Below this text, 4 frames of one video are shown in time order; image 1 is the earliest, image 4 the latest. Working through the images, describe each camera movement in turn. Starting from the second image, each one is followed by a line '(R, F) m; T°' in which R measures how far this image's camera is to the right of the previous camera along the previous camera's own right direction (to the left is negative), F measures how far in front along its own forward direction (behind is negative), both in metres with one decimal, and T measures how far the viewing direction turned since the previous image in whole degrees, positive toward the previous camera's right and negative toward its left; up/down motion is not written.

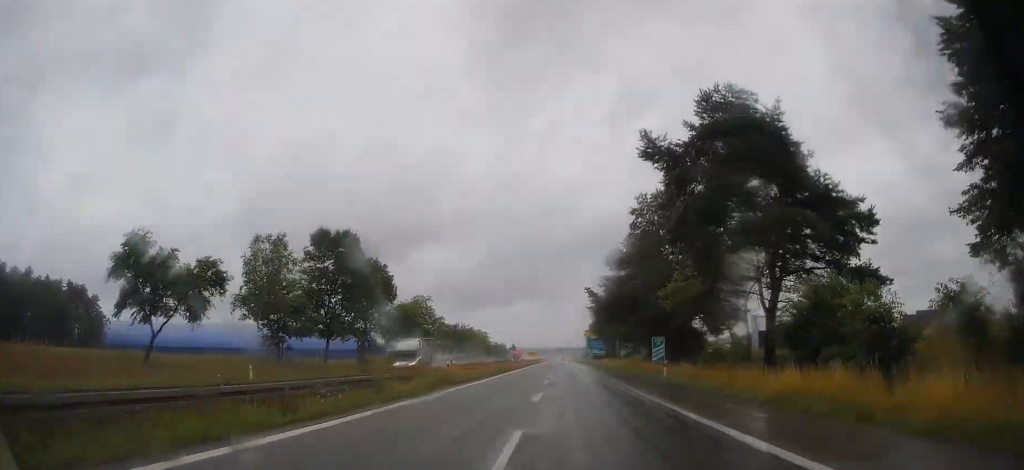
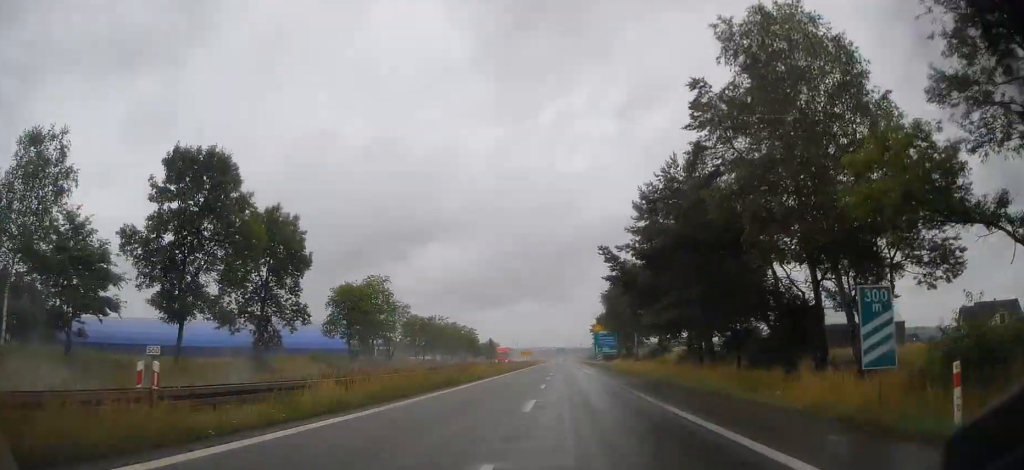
(-0.3, +26.9) m; 0°
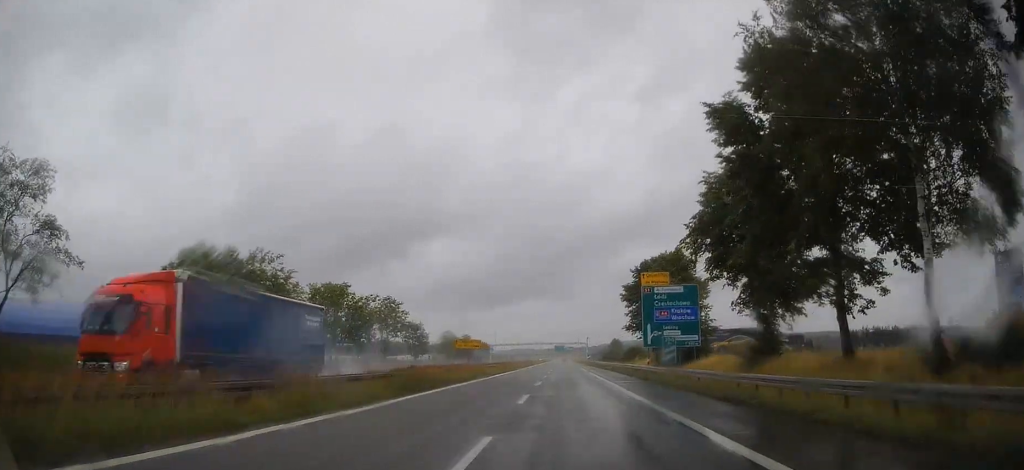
(0.0, +67.9) m; 0°
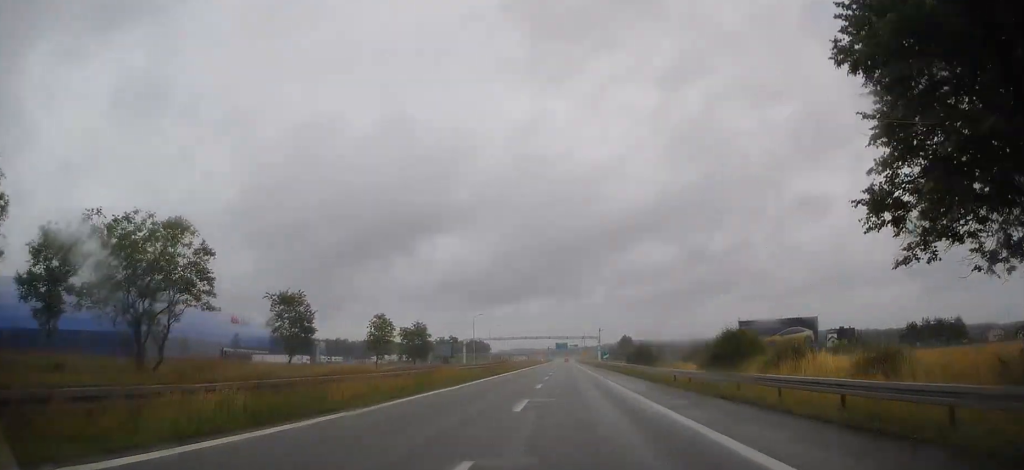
(+0.5, +49.2) m; 0°
